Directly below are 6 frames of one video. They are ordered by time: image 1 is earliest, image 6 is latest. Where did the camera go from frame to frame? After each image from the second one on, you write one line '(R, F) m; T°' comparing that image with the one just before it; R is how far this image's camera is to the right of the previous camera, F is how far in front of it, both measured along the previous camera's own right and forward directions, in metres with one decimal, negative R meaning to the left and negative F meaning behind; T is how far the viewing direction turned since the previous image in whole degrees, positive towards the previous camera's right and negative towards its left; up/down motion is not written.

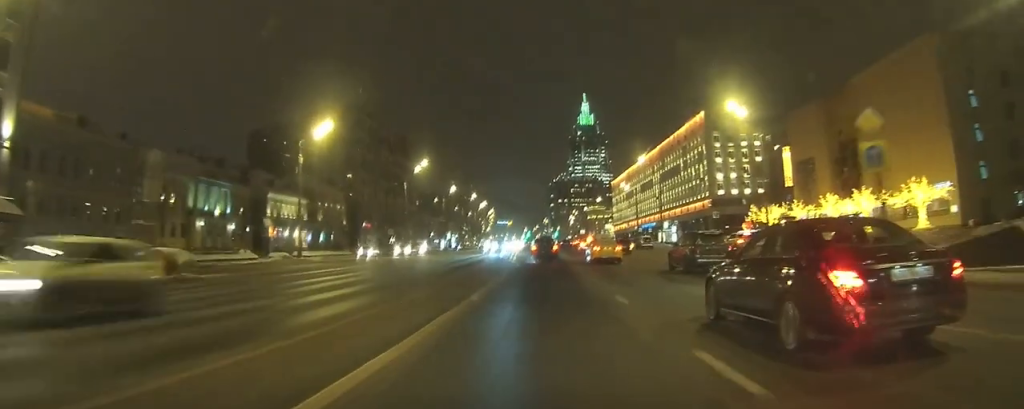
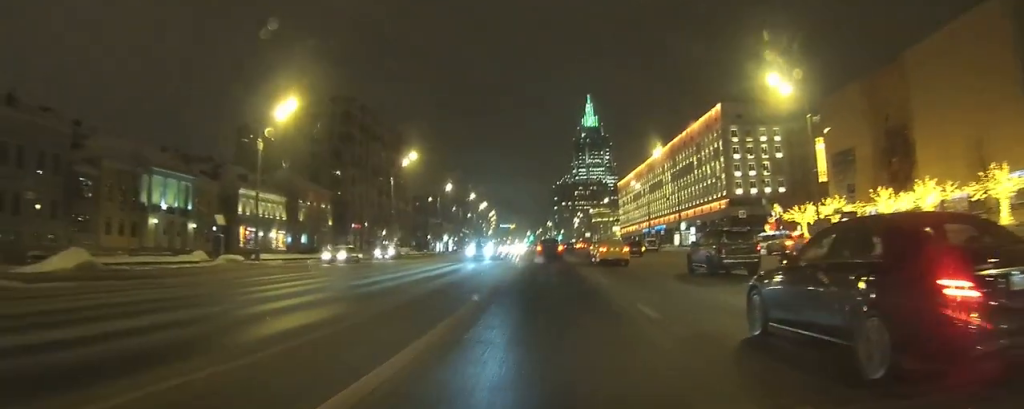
(0.0, +9.3) m; +1°
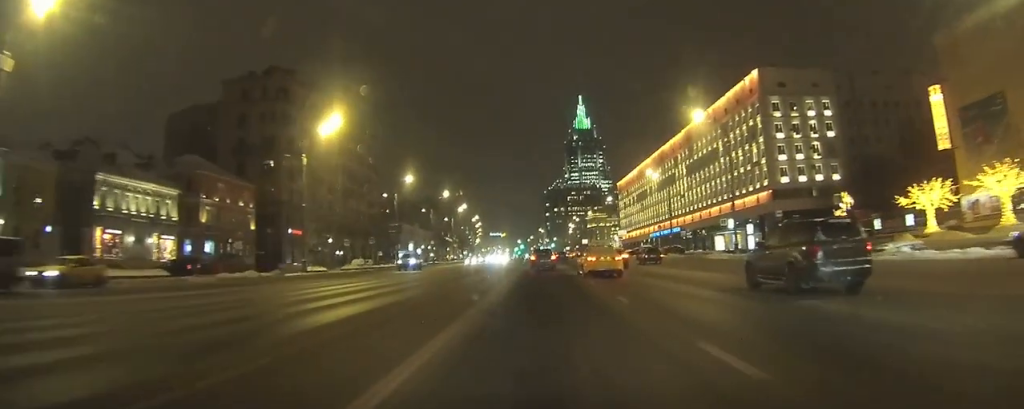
(+0.1, +28.8) m; 0°
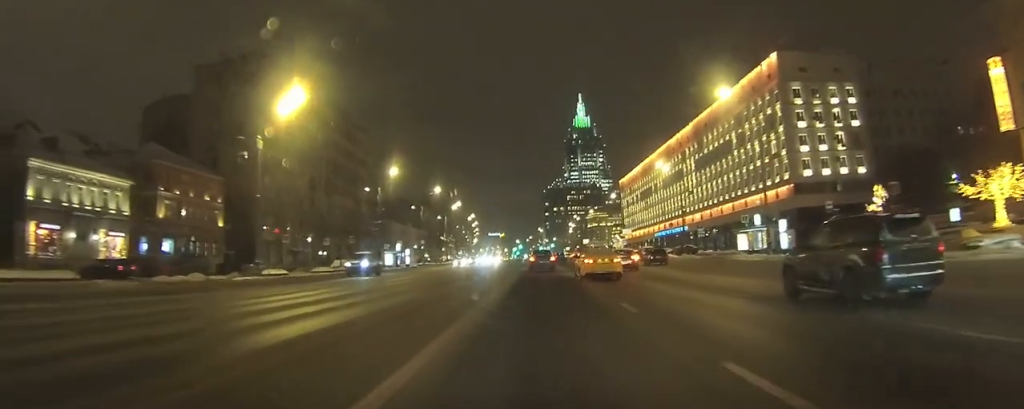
(0.0, +10.9) m; 0°
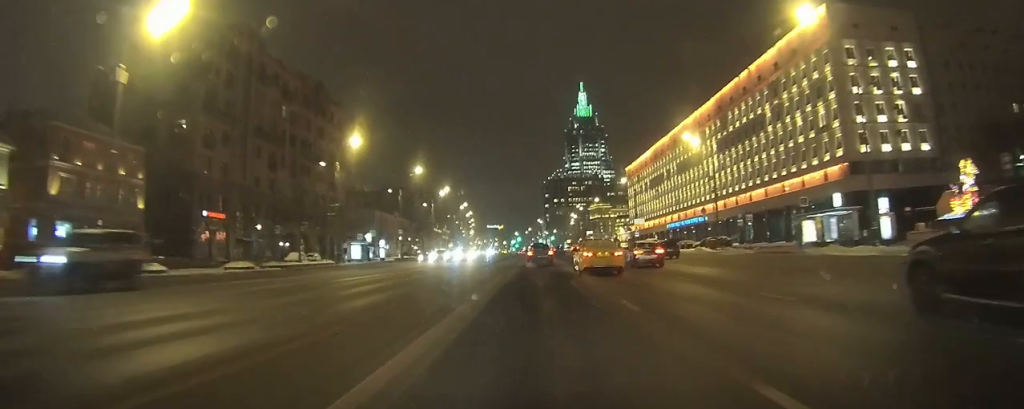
(0.0, +22.0) m; 0°
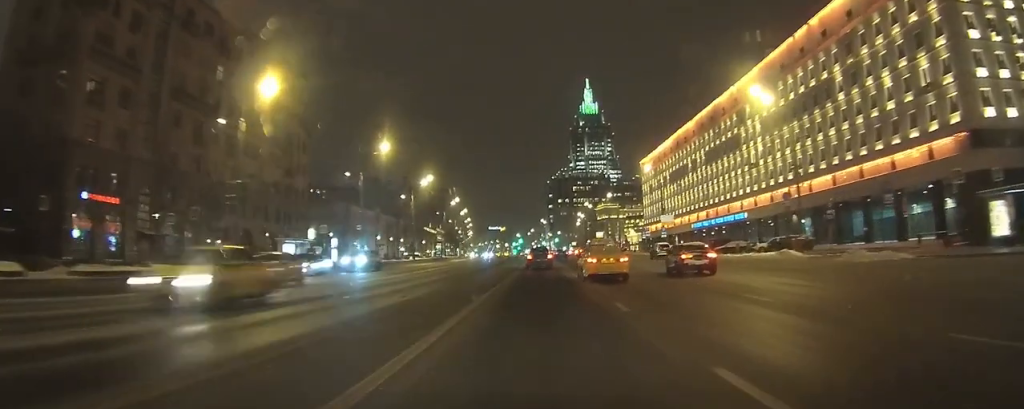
(-0.2, +27.3) m; -1°
